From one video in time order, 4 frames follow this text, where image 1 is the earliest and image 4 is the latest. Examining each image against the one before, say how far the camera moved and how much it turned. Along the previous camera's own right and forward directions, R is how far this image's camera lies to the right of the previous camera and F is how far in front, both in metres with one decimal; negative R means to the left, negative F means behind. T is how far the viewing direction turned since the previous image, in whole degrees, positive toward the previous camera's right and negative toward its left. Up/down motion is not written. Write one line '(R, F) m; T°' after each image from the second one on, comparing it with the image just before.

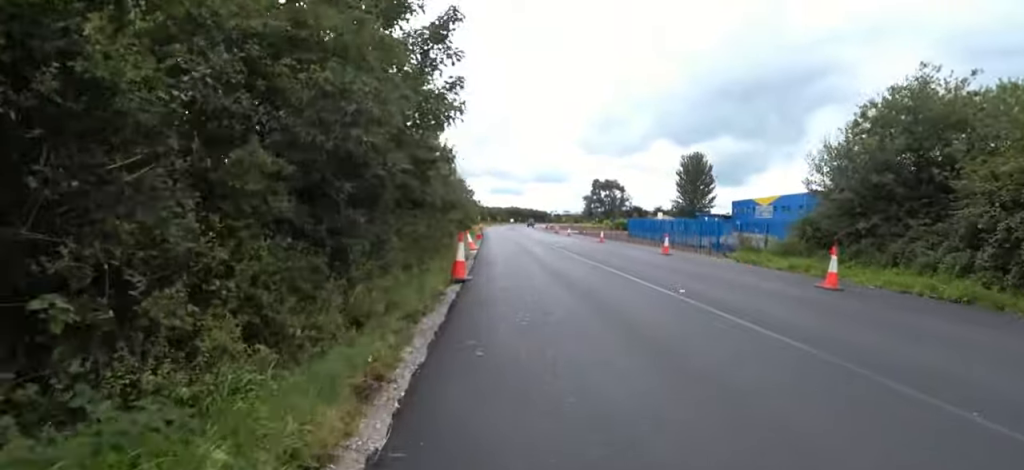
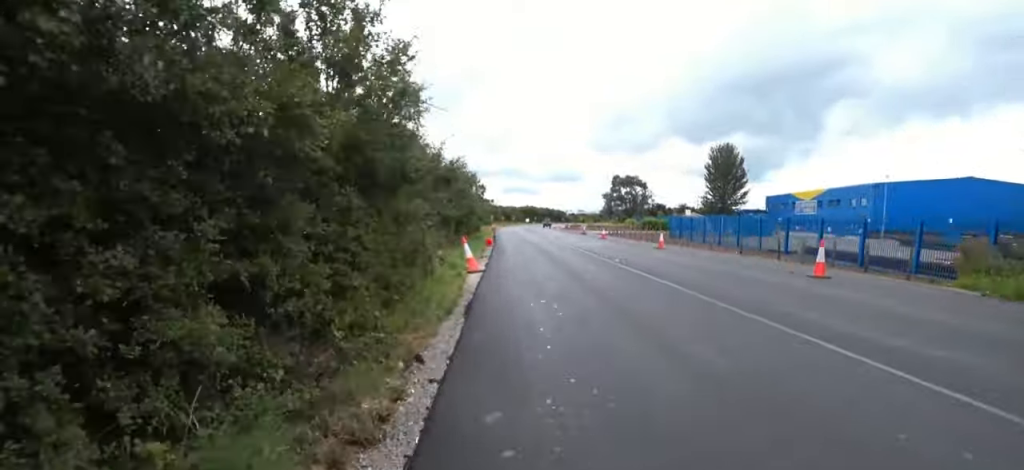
(0.0, +9.3) m; 0°
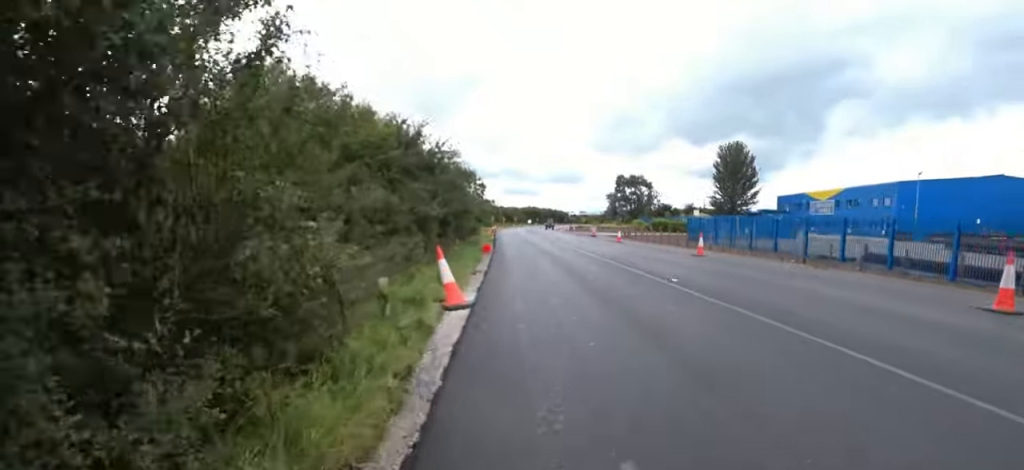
(0.0, +4.6) m; 0°
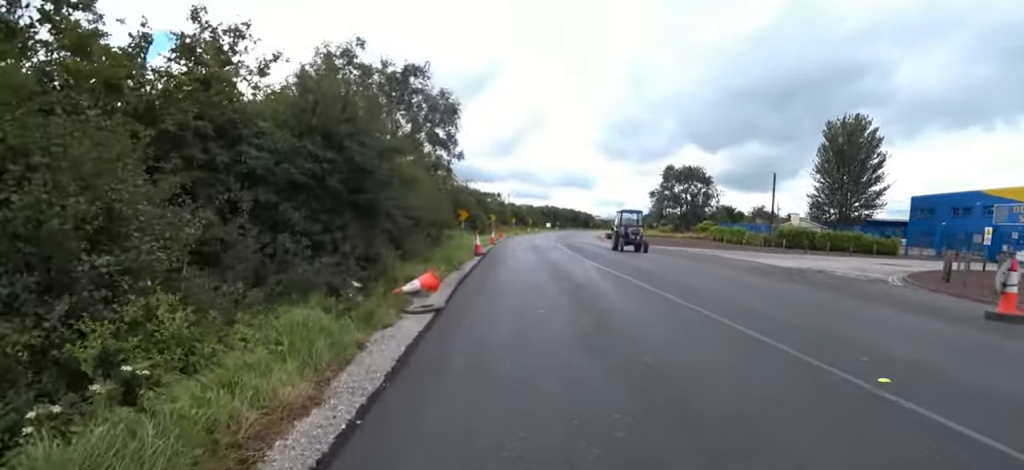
(-1.2, +35.3) m; -10°
